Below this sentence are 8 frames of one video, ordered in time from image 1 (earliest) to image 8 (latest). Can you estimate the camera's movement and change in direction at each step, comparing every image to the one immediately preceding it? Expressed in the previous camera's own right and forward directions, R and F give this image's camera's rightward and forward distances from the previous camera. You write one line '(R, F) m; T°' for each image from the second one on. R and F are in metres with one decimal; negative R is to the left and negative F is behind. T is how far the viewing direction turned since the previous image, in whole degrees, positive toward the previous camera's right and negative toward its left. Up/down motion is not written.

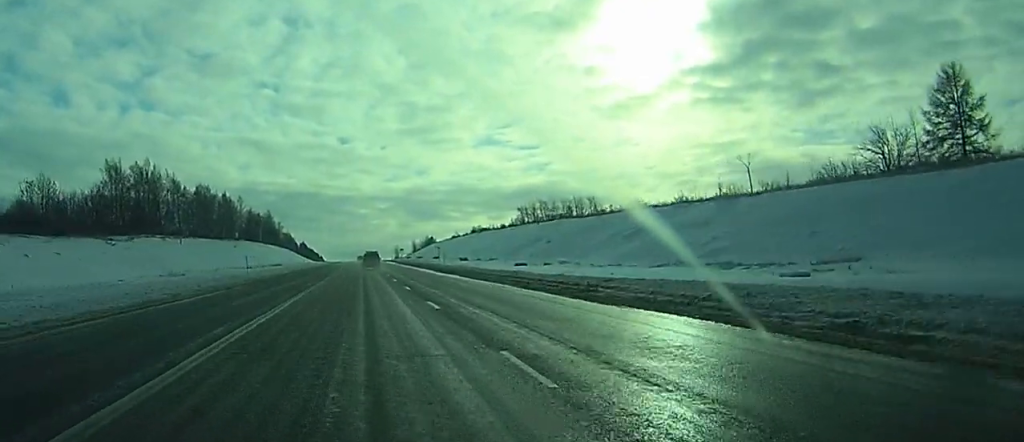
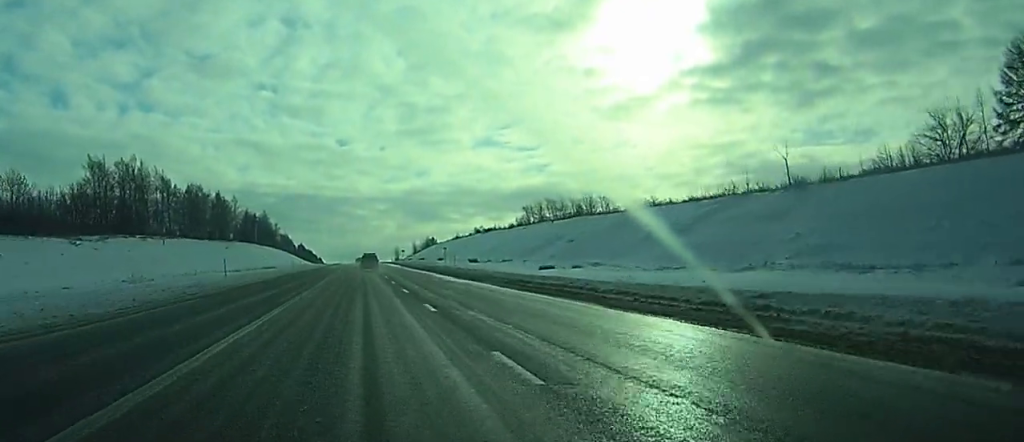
(0.0, +11.7) m; 0°
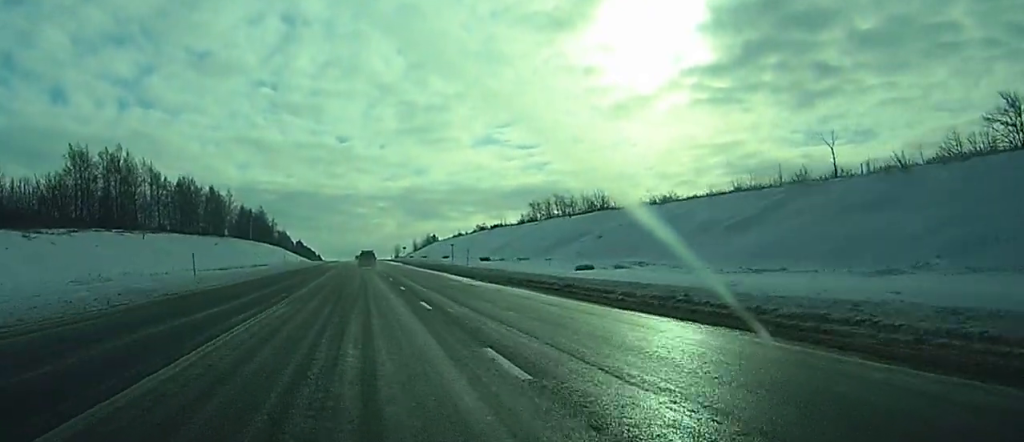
(0.0, +11.7) m; 0°
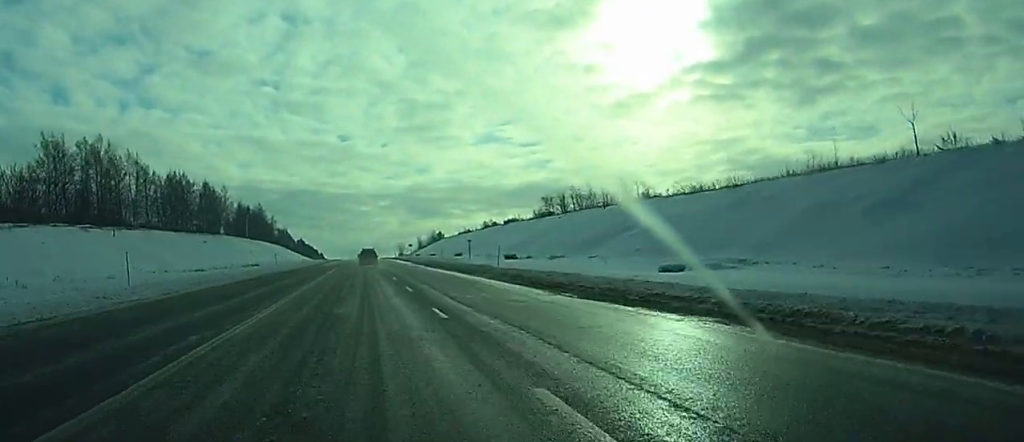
(+0.1, +15.6) m; 0°
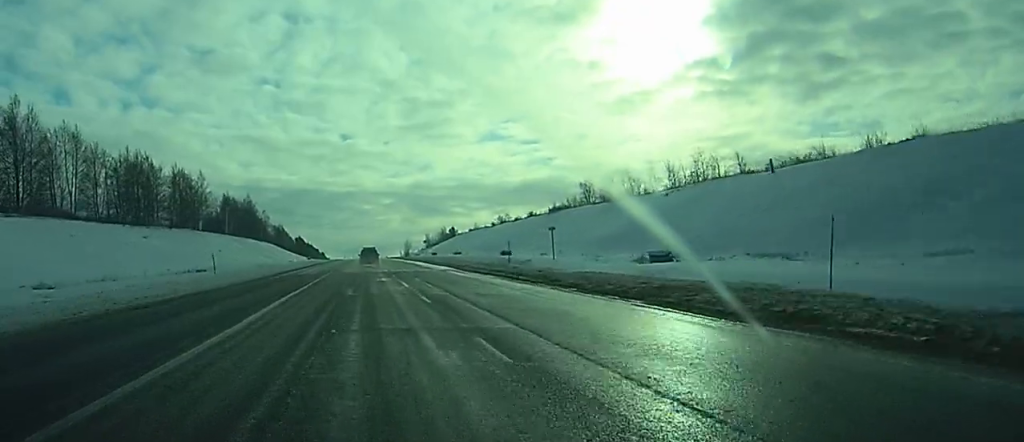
(-0.1, +43.0) m; 0°
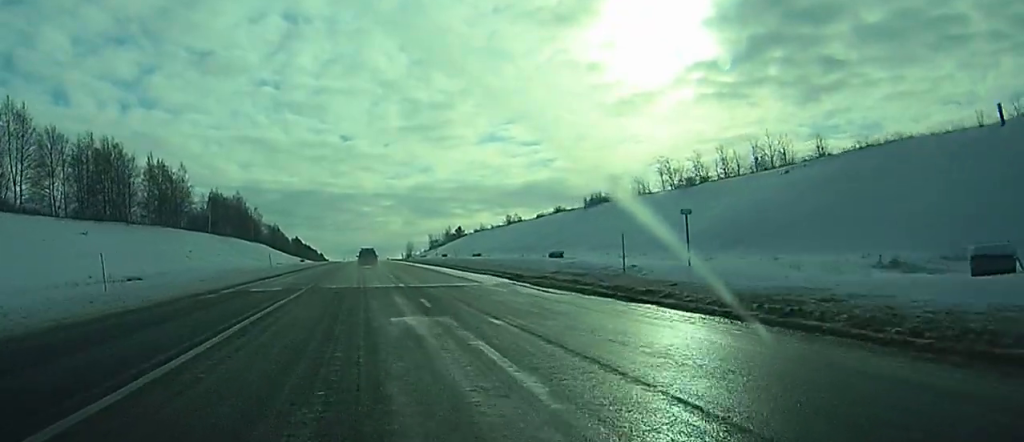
(-0.1, +24.4) m; 0°
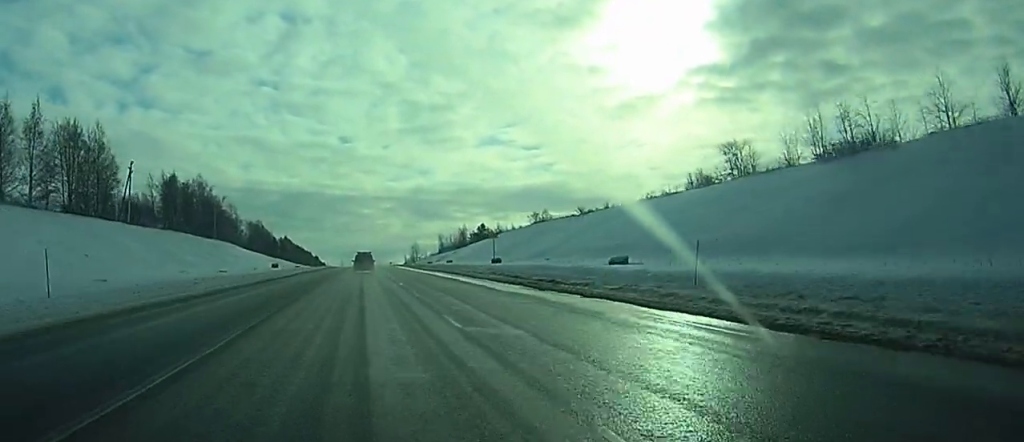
(-0.5, +65.5) m; -1°
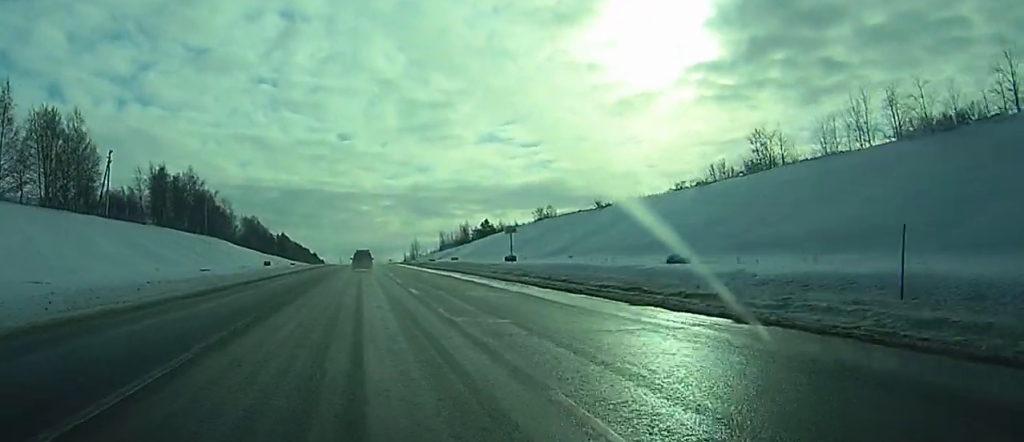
(-0.1, +10.3) m; 0°
